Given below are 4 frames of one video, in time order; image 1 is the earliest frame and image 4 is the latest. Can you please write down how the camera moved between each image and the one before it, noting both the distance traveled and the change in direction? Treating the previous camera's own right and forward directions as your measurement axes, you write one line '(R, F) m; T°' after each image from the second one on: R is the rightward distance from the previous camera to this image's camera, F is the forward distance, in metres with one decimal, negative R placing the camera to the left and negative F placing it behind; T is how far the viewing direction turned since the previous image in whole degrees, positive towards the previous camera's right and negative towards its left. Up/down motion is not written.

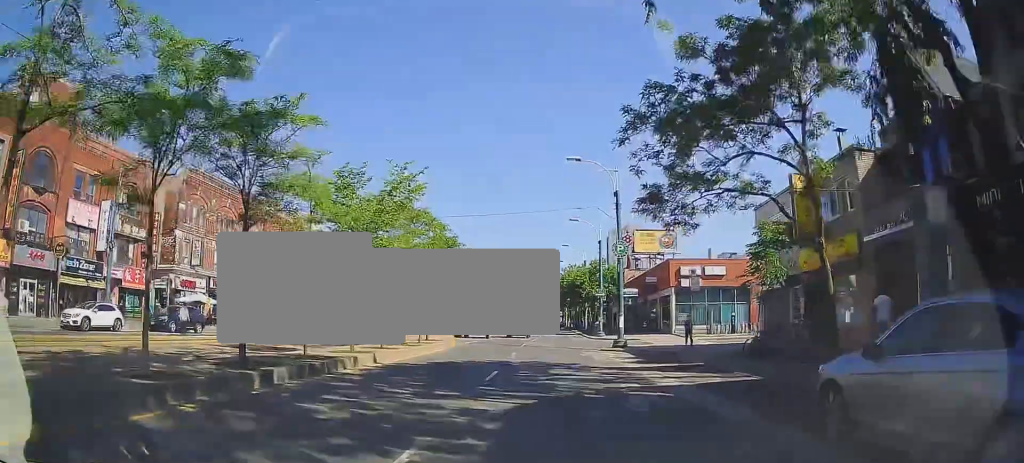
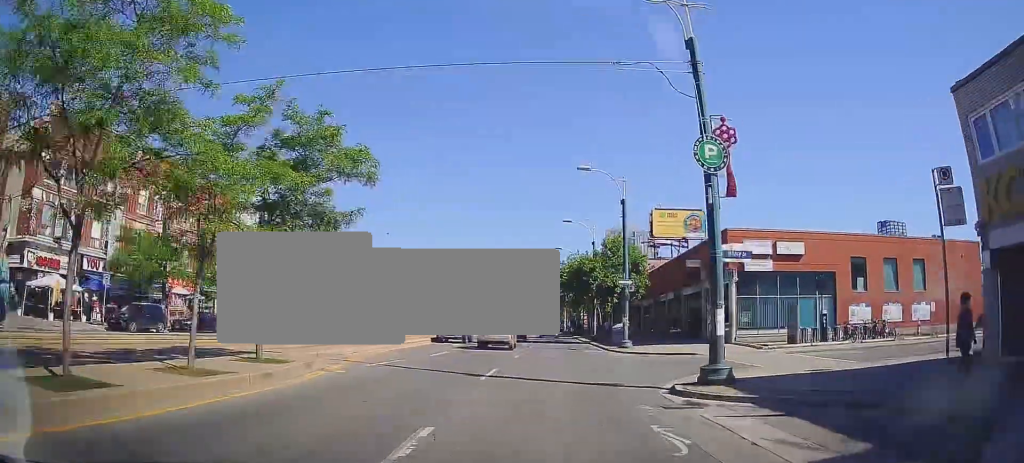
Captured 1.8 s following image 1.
(0.0, +16.5) m; 0°
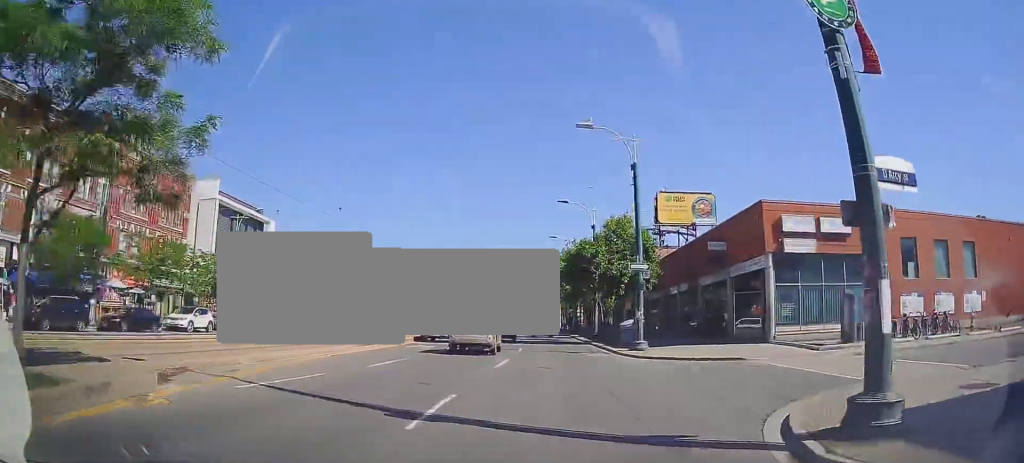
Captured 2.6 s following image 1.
(-0.1, +6.5) m; -1°
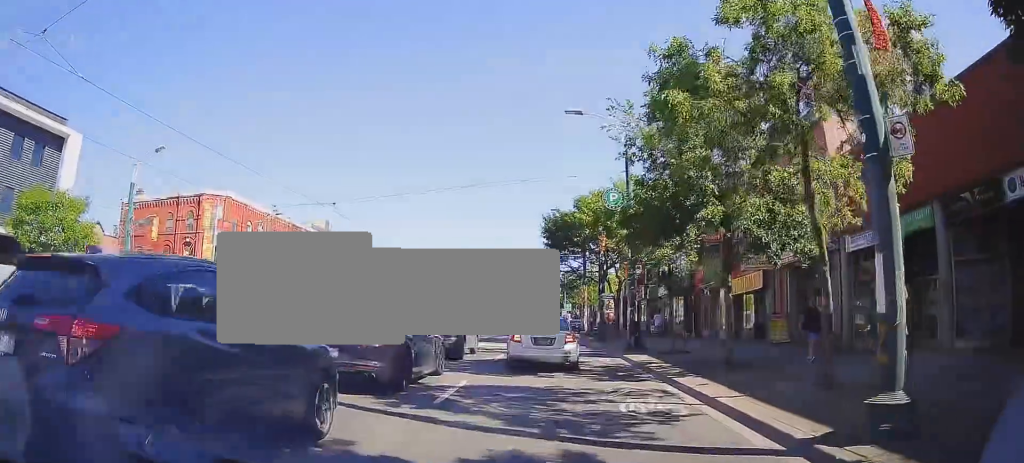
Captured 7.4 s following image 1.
(+2.1, +35.7) m; +3°
